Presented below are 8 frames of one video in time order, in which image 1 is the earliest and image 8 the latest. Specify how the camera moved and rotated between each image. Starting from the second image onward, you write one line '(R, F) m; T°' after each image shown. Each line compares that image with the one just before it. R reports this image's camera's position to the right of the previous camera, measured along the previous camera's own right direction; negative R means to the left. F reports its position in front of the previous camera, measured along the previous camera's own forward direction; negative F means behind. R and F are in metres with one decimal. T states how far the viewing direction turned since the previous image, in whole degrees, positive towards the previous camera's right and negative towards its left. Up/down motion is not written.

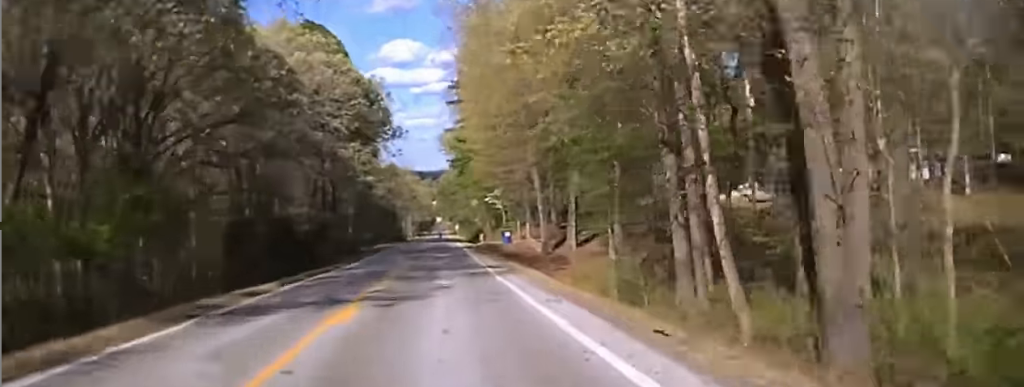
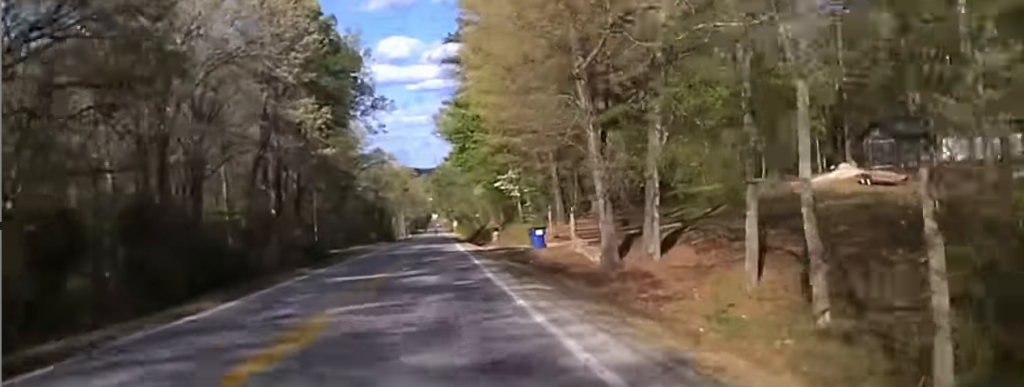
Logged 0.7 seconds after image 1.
(+0.1, +25.7) m; 0°
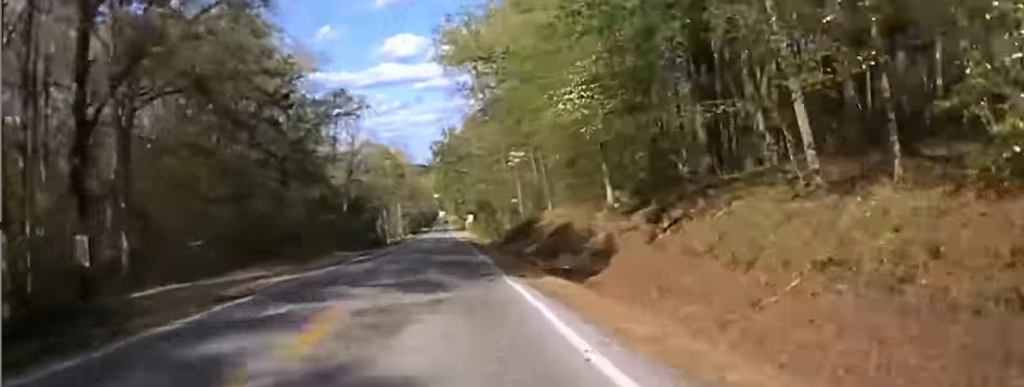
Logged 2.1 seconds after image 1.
(-0.3, +58.9) m; +1°
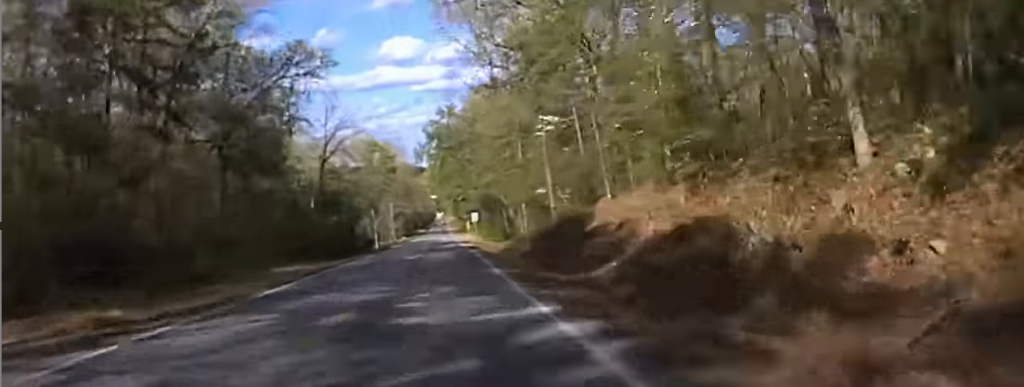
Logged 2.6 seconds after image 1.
(+0.5, +22.9) m; 0°
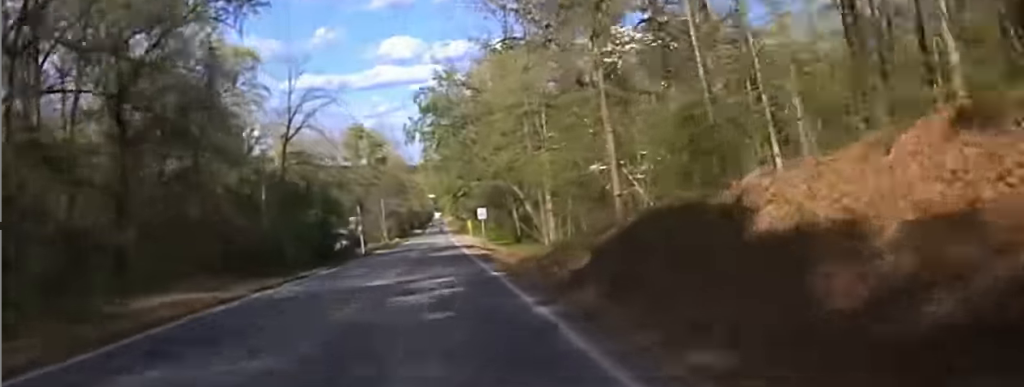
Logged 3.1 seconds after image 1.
(+0.3, +20.0) m; 0°
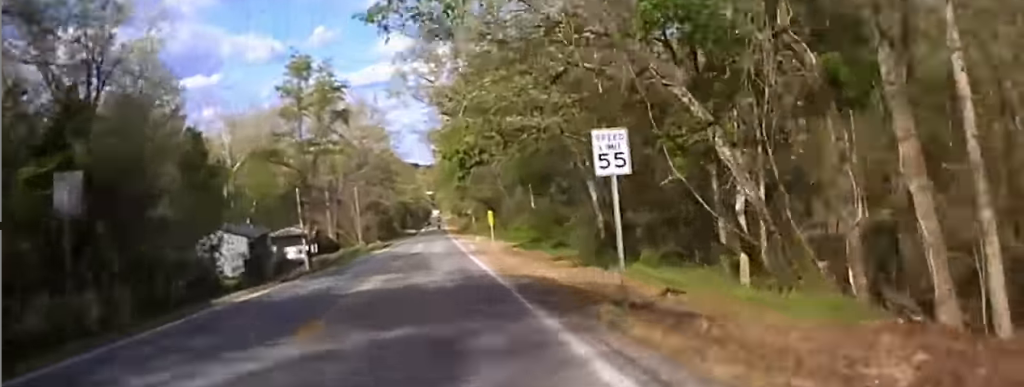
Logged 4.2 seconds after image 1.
(-0.3, +49.5) m; 0°
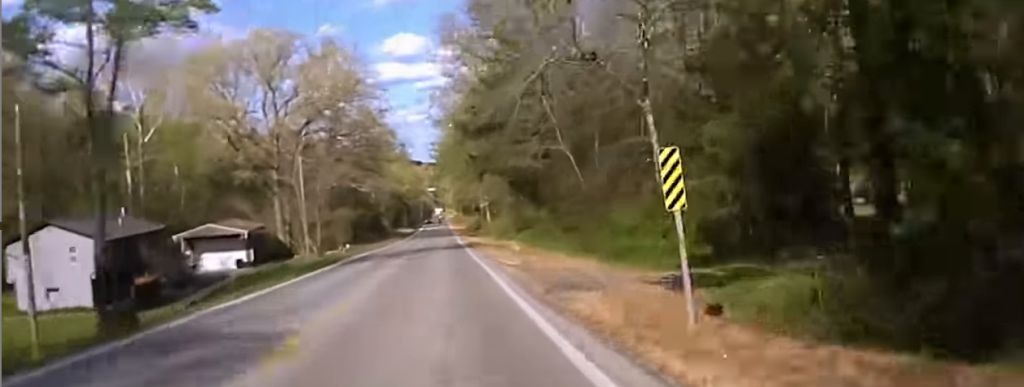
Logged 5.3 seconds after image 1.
(+0.5, +47.0) m; 0°
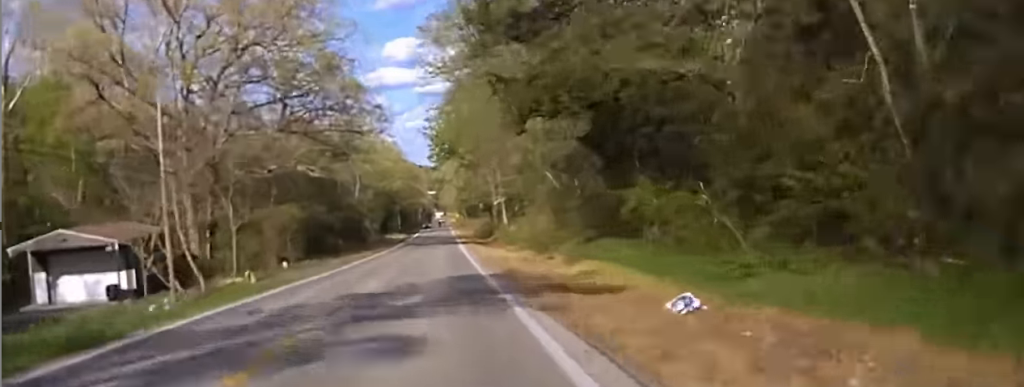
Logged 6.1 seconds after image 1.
(-0.3, +36.8) m; -1°
